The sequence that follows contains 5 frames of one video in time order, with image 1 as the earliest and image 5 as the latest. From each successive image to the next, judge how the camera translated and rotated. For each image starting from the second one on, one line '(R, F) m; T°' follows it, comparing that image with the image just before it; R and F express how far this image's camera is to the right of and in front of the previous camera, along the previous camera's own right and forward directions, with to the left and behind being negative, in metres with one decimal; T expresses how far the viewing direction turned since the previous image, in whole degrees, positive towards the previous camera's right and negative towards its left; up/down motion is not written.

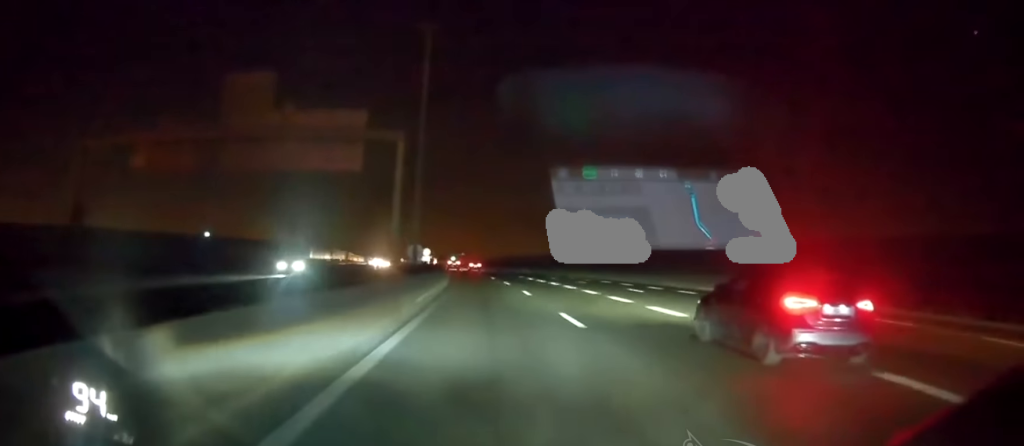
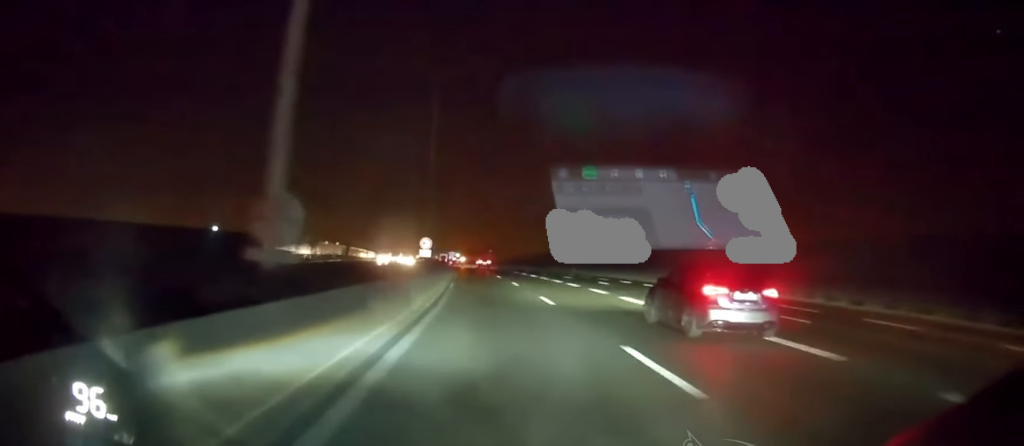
(-0.6, +33.3) m; -2°
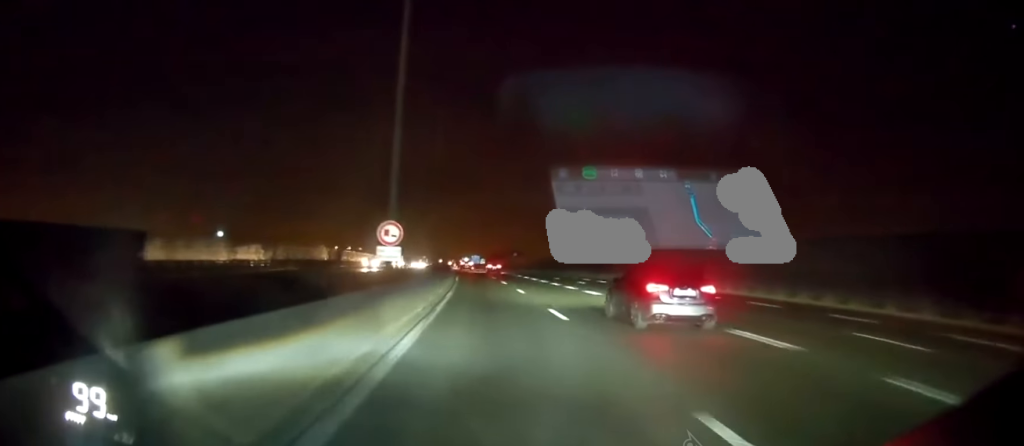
(-0.6, +30.7) m; -2°
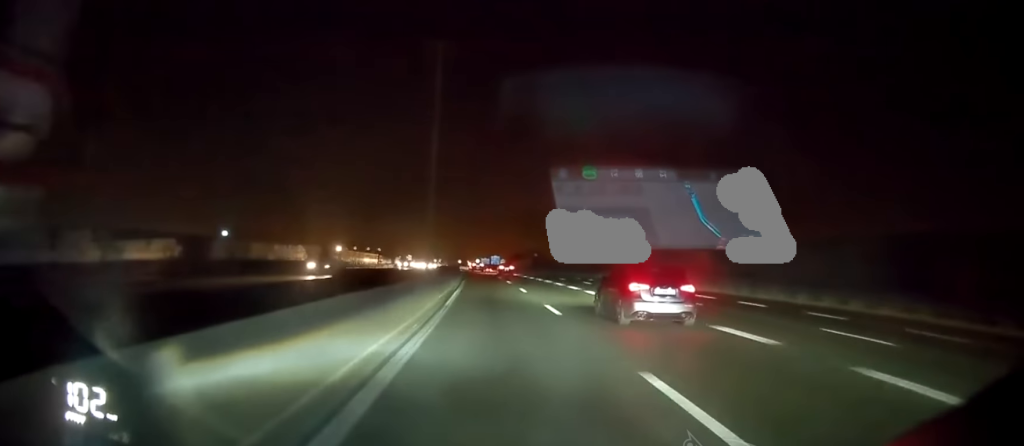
(-0.4, +24.2) m; -1°
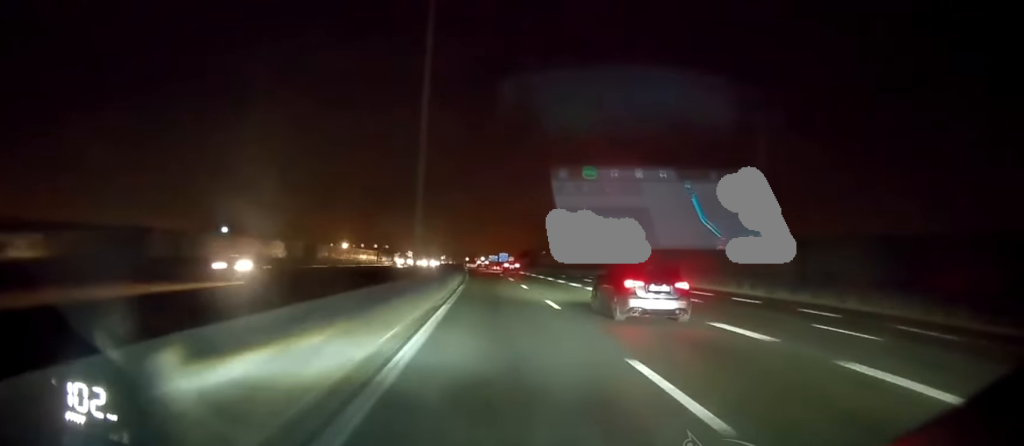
(-0.1, +11.9) m; -1°
